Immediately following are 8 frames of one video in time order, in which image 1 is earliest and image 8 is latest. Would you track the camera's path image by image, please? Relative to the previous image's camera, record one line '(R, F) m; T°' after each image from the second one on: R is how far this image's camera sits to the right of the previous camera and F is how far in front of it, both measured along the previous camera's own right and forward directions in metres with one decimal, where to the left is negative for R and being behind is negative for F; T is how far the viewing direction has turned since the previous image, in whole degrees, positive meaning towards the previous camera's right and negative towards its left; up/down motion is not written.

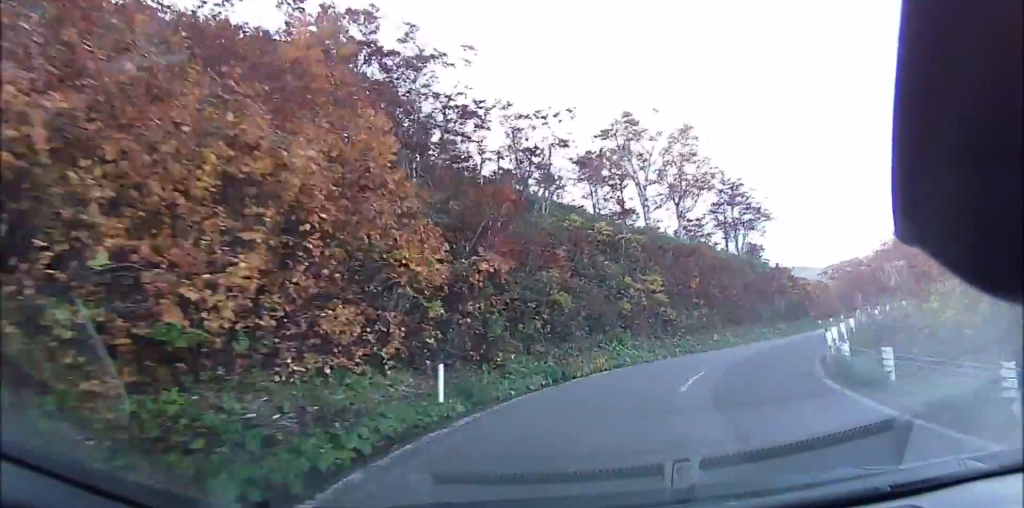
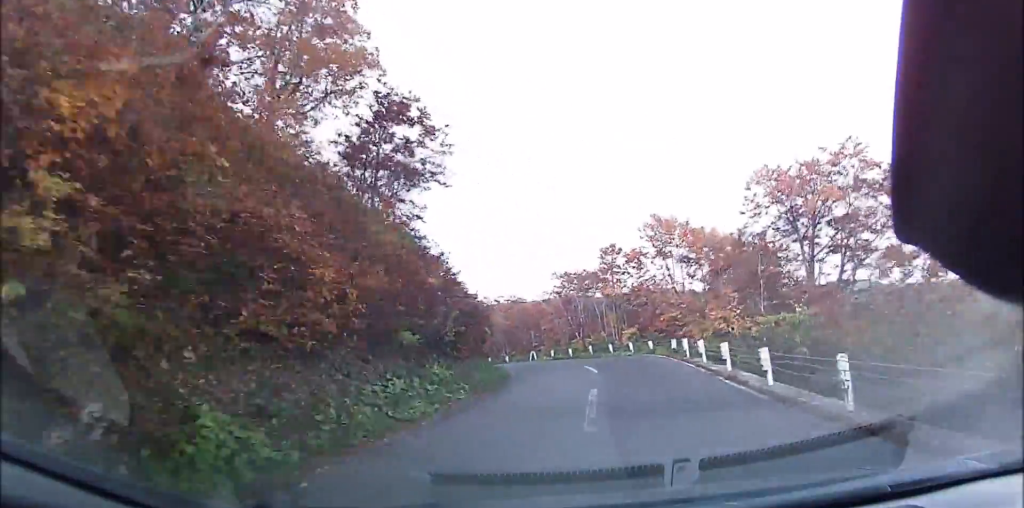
(+7.6, +22.0) m; +34°
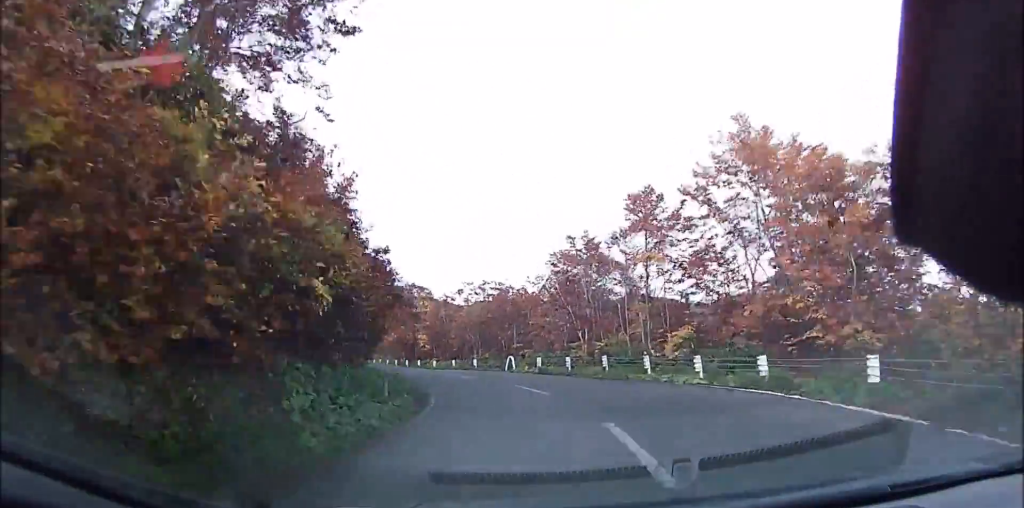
(+2.1, +14.3) m; +7°
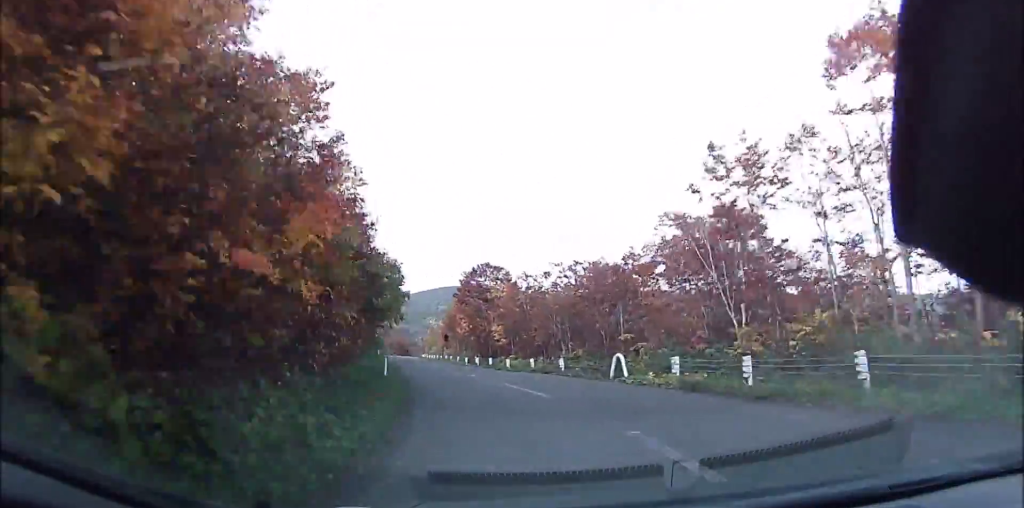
(+0.5, +9.7) m; -1°
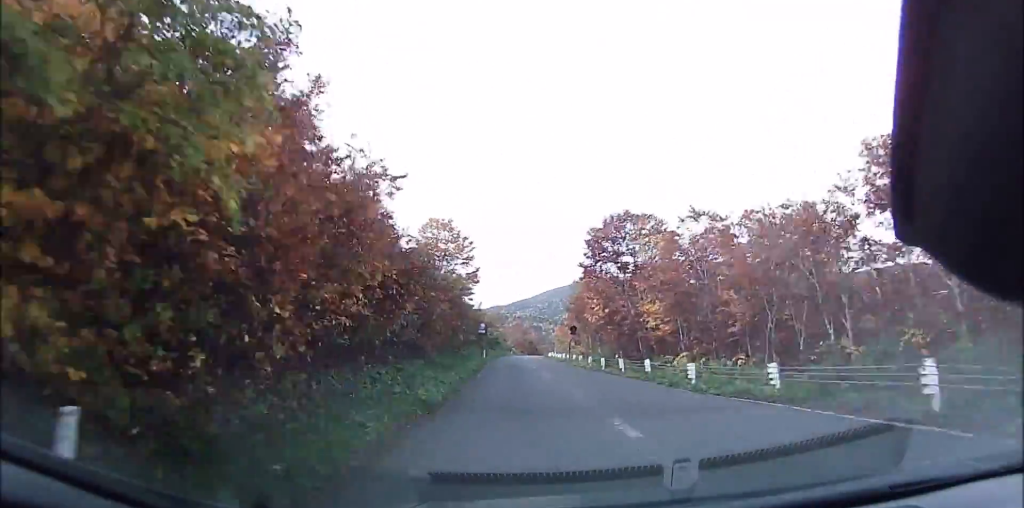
(-0.7, +13.5) m; -10°
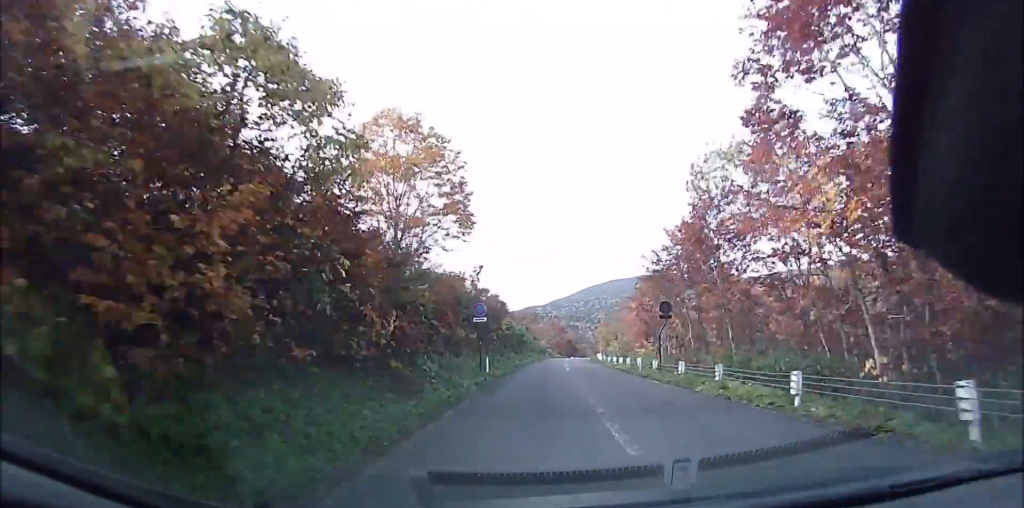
(-2.8, +19.5) m; -10°
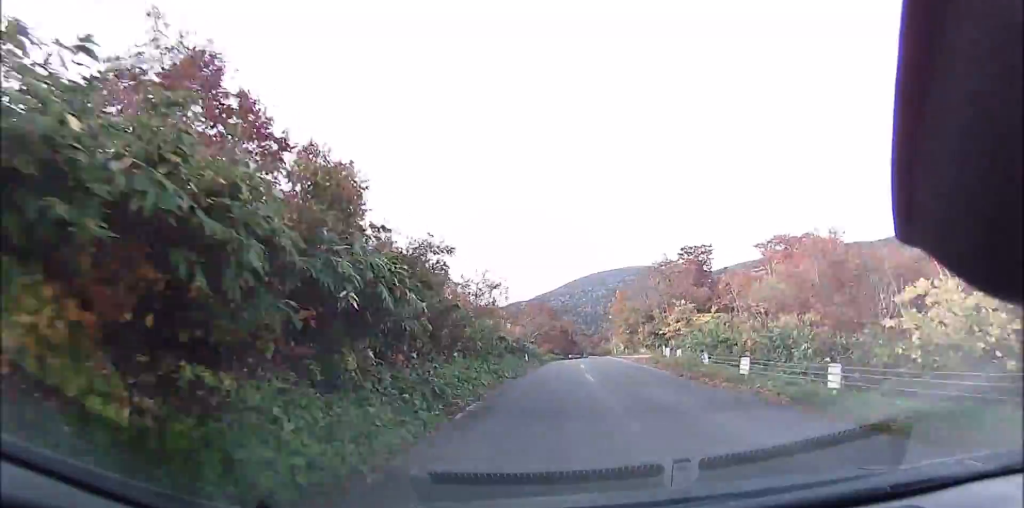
(-1.0, +38.7) m; 0°
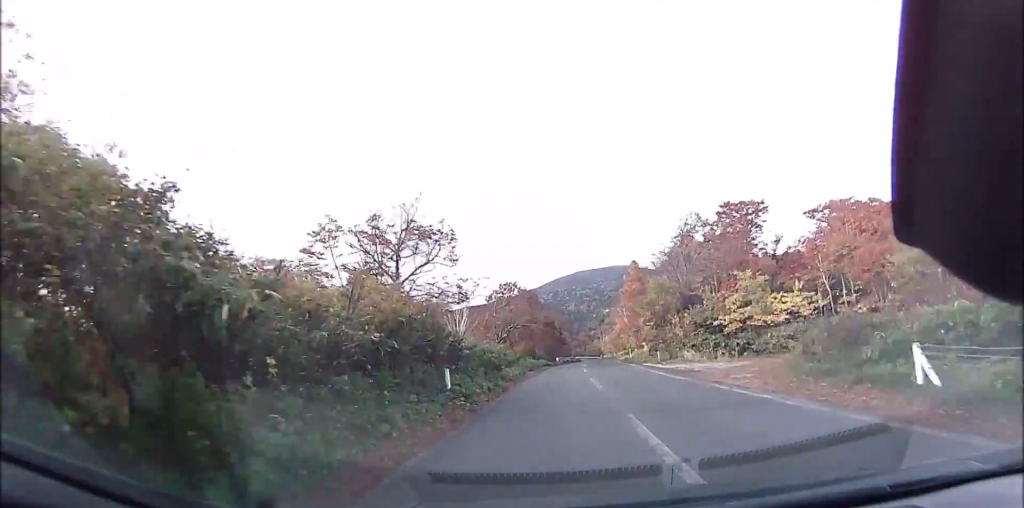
(+0.4, +21.2) m; +2°
